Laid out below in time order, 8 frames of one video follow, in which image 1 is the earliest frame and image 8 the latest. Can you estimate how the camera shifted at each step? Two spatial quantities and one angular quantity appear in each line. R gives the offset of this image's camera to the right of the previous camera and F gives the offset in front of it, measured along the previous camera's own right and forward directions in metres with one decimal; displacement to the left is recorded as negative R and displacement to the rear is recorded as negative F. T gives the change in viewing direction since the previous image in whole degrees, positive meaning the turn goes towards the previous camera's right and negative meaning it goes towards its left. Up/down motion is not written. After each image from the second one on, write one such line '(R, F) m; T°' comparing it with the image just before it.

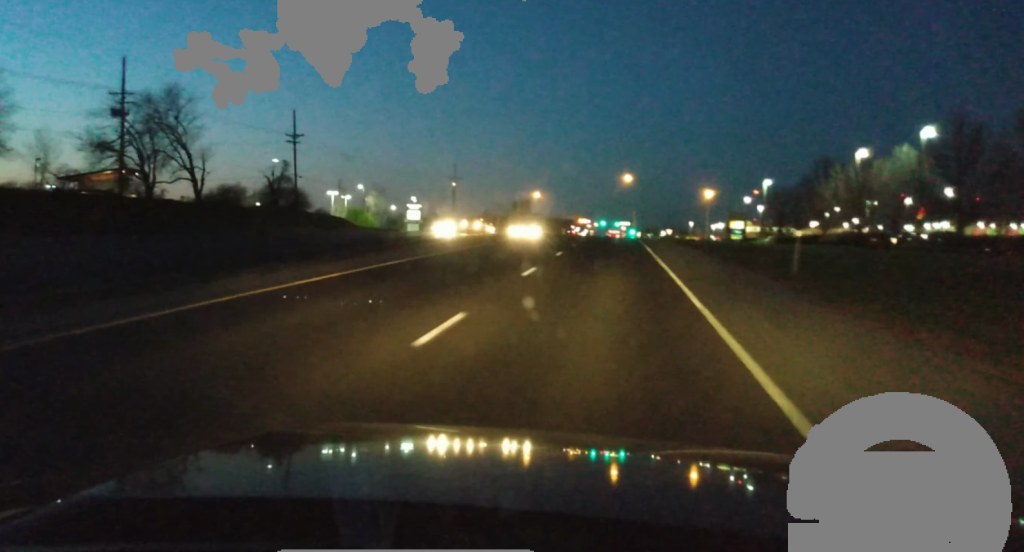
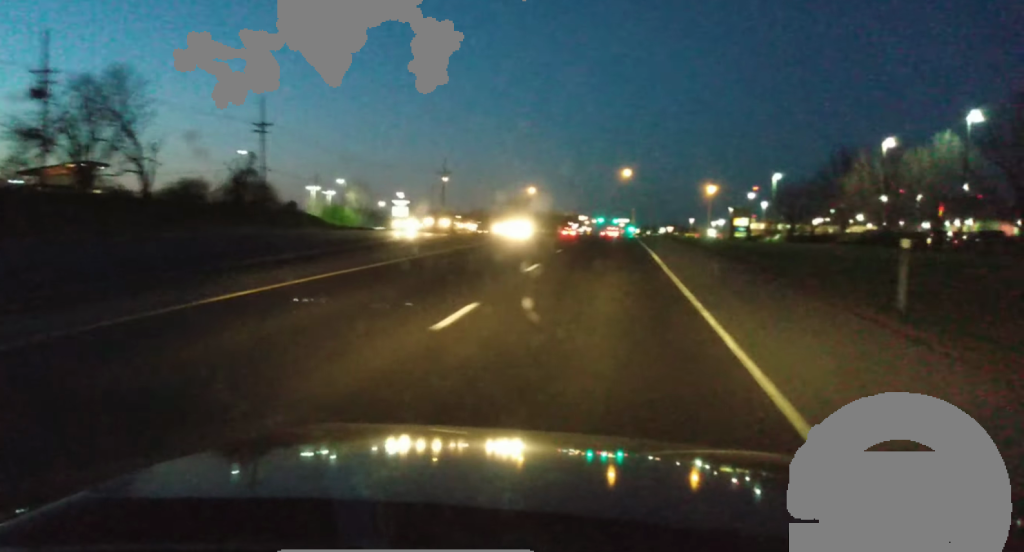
(-0.1, +10.6) m; 0°
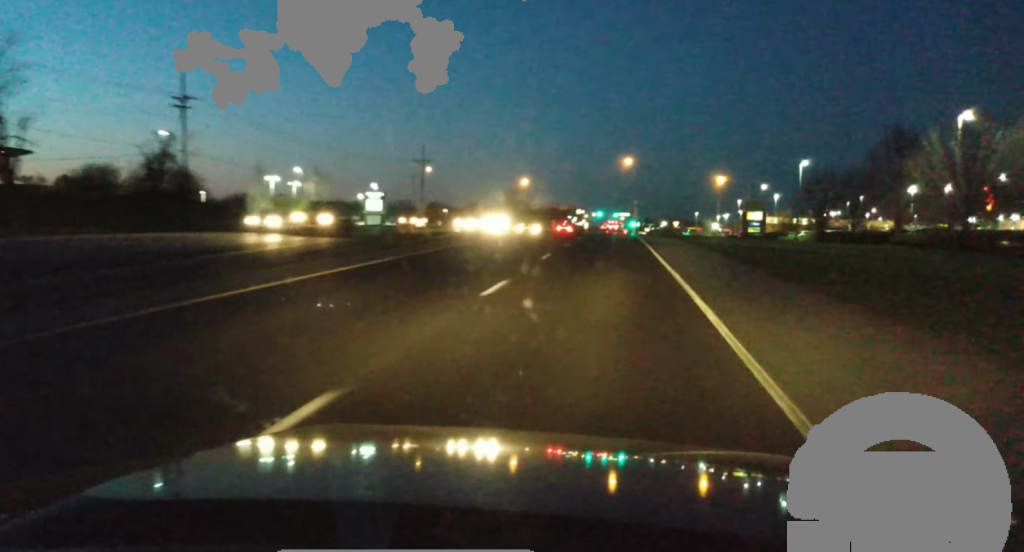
(0.0, +19.6) m; 0°
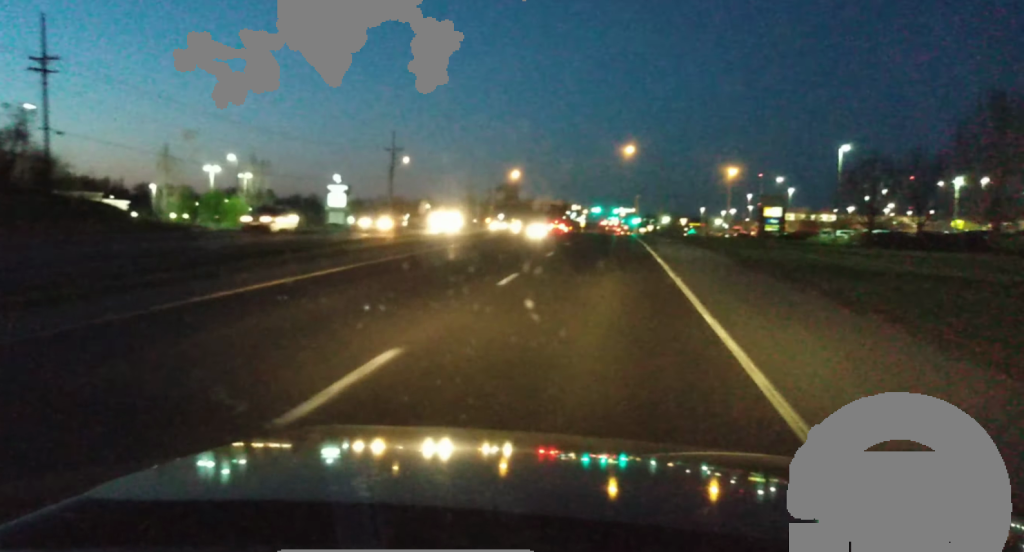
(-0.1, +21.6) m; 0°
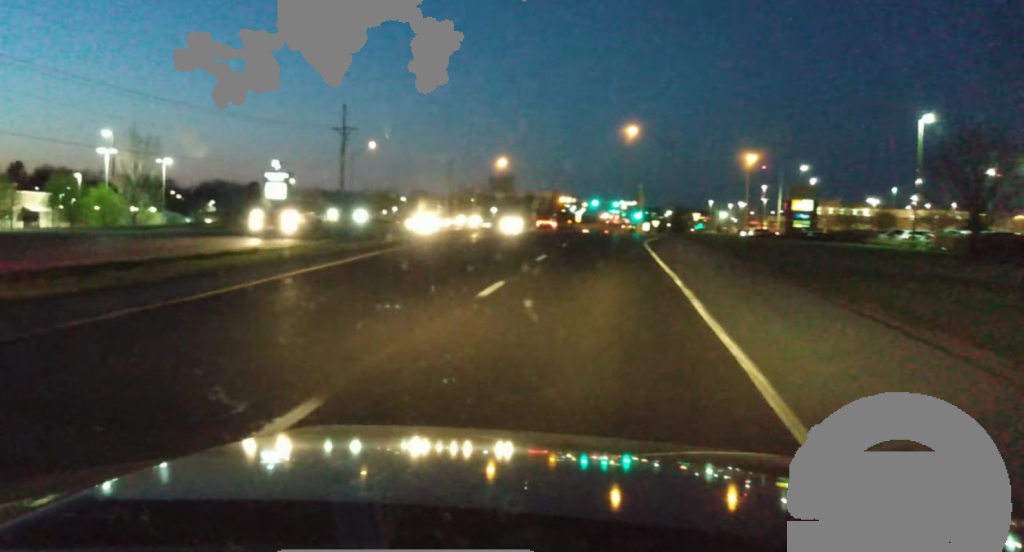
(+0.2, +26.6) m; +1°
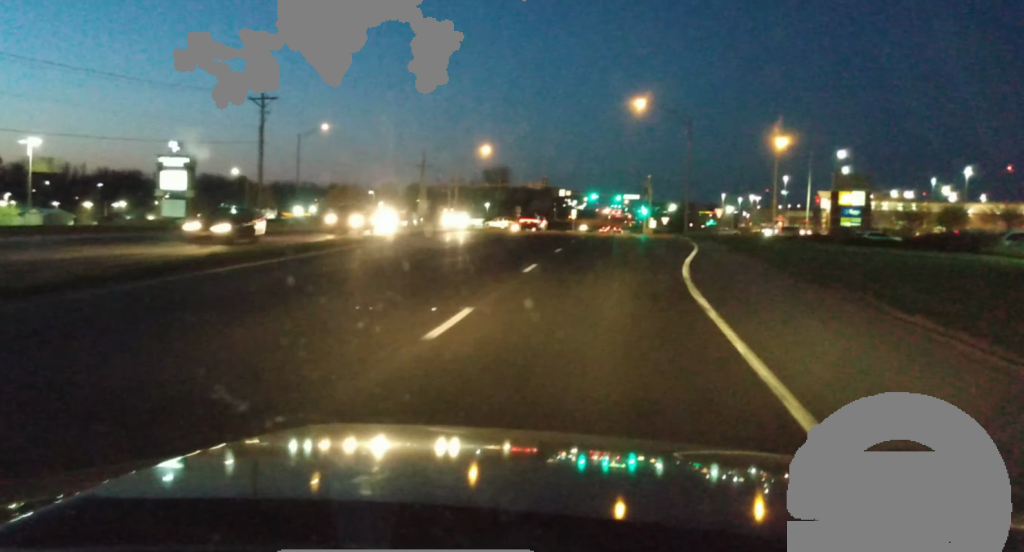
(+0.2, +29.5) m; 0°
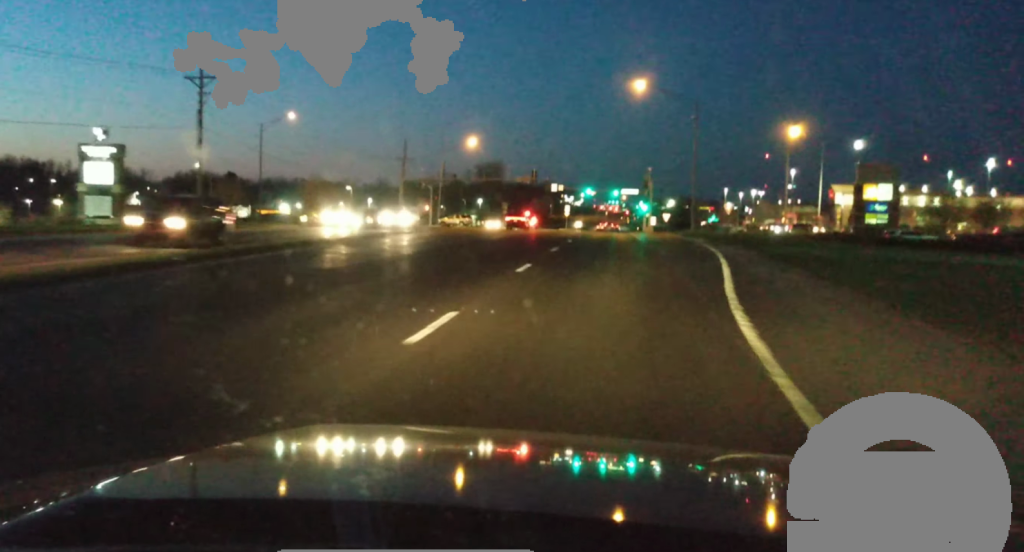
(0.0, +12.9) m; -1°
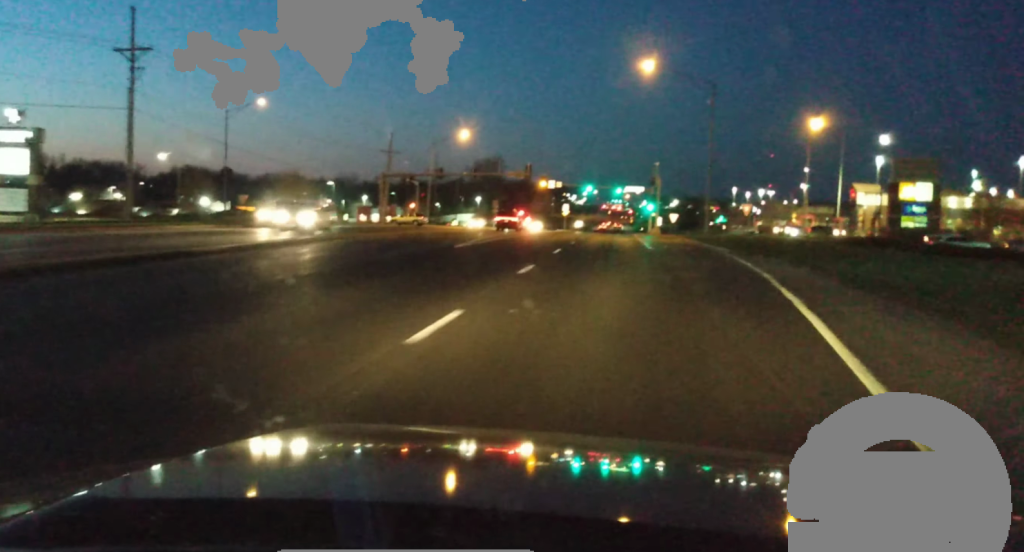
(-0.2, +12.2) m; -1°
